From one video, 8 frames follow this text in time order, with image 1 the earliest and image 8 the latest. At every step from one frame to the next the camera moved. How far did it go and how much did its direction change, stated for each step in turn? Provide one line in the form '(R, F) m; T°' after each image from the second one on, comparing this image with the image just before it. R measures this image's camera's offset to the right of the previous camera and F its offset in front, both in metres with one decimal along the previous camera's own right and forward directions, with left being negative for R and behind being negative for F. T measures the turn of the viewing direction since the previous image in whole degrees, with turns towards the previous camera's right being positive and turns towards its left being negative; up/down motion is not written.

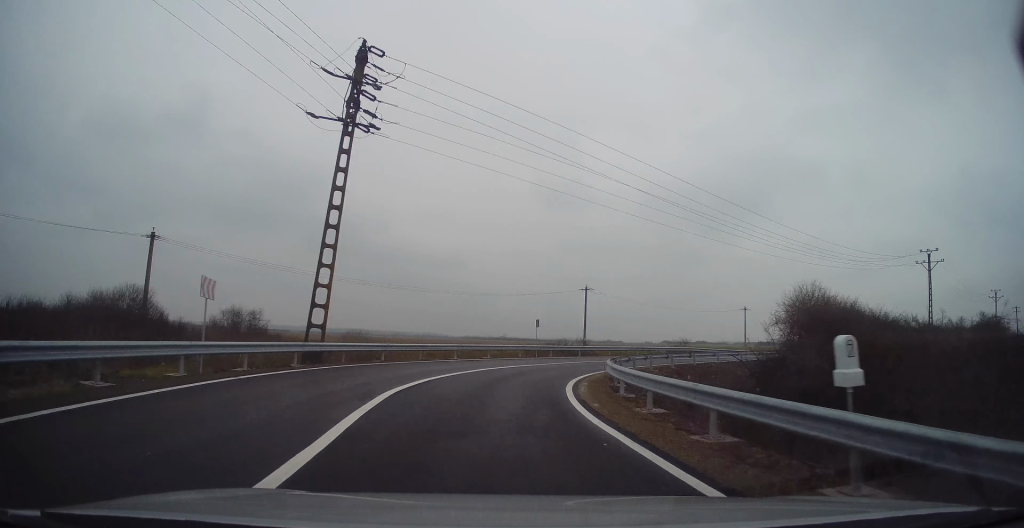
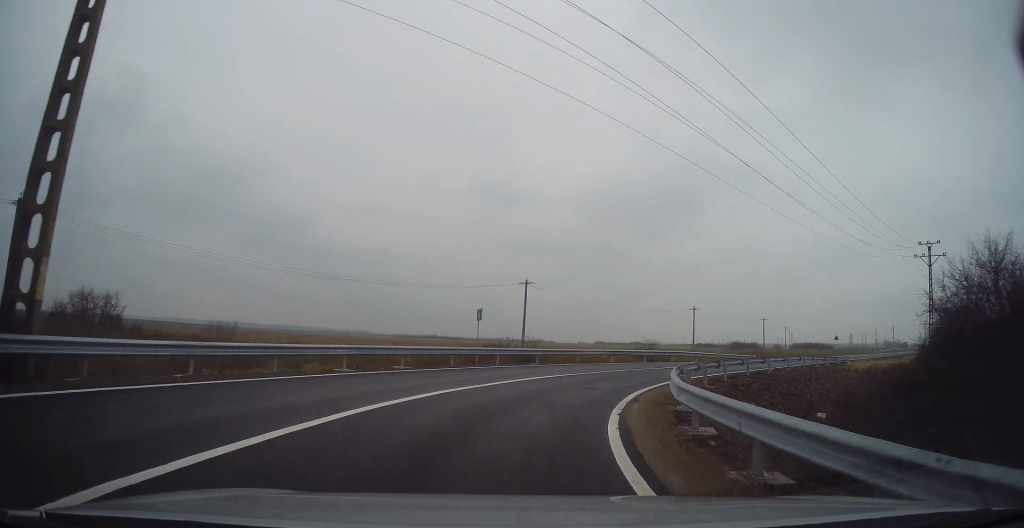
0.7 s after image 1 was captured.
(+0.2, +11.6) m; +8°
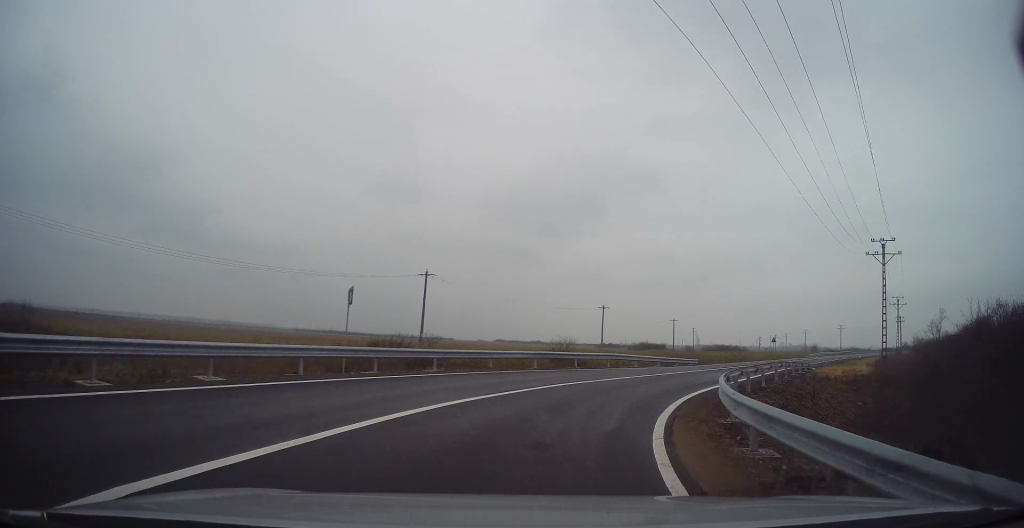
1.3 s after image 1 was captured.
(+1.1, +8.1) m; +12°
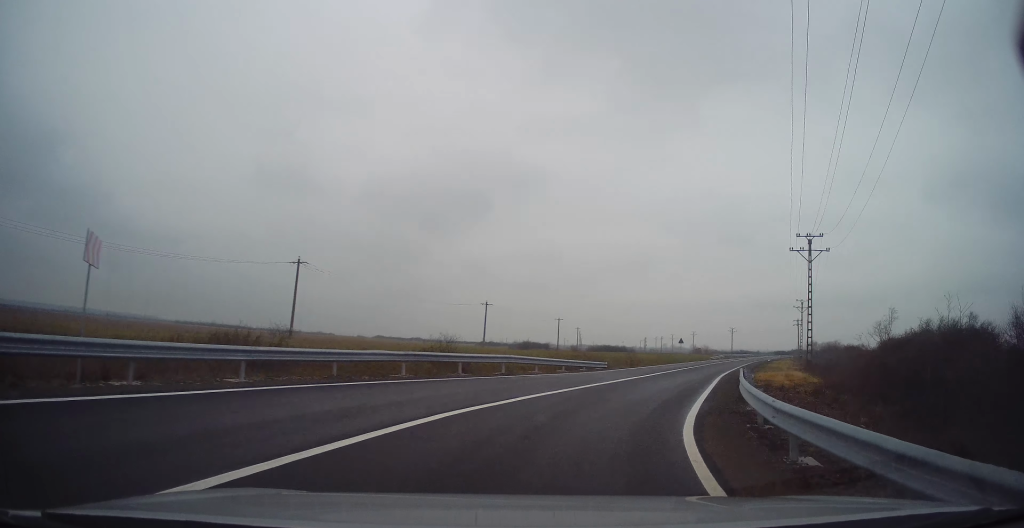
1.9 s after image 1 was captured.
(+0.4, +6.8) m; +11°
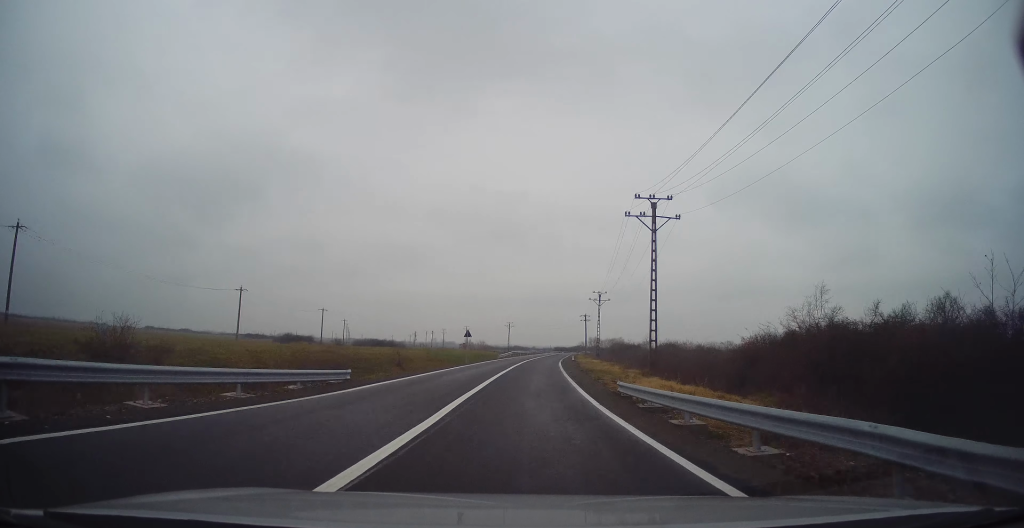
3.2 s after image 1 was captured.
(+3.9, +15.2) m; +22°
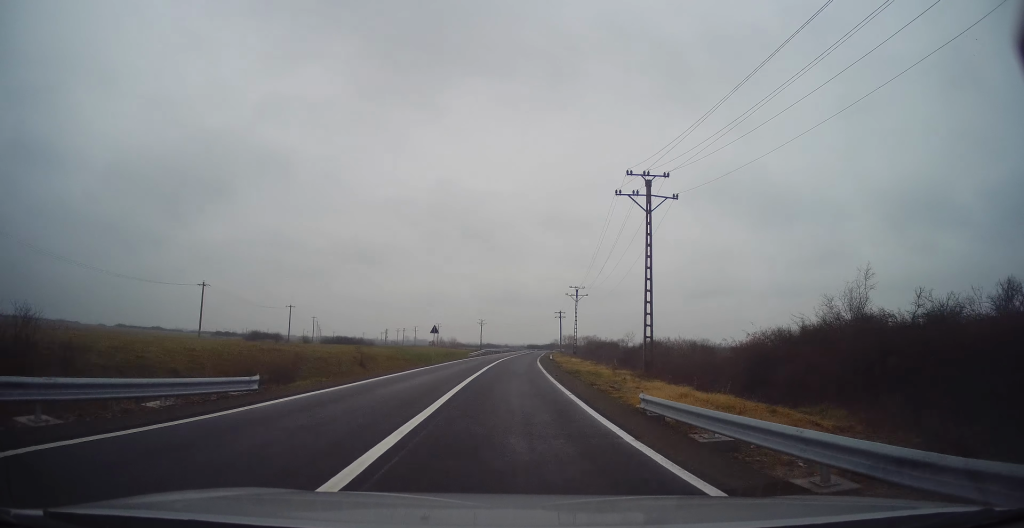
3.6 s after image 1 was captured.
(+0.2, +5.2) m; +5°
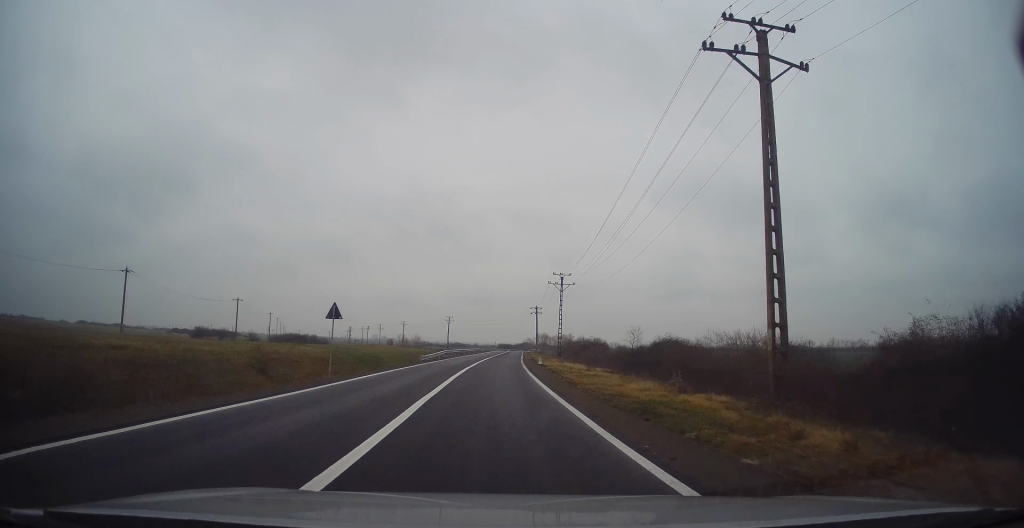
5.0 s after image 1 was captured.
(+0.9, +17.8) m; +3°
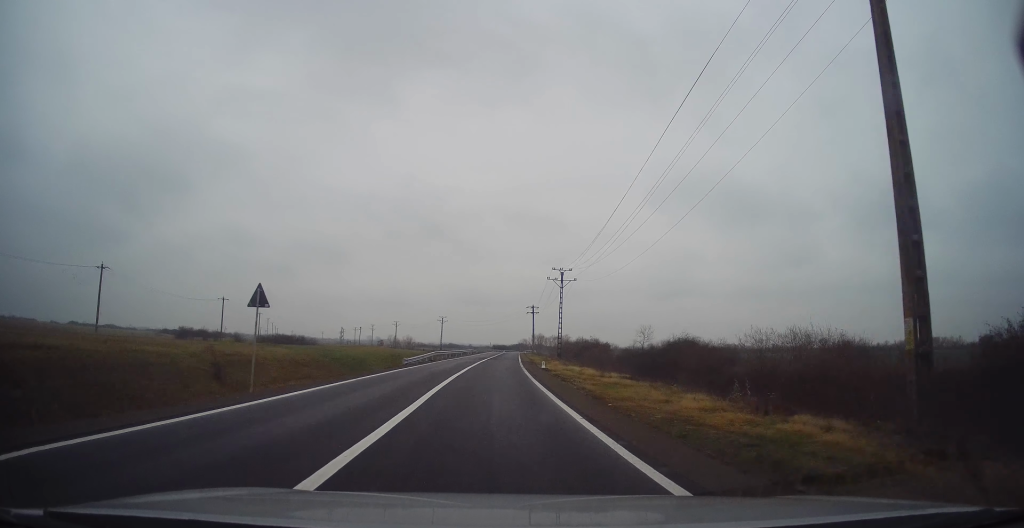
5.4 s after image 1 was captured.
(-0.1, +5.9) m; +1°
